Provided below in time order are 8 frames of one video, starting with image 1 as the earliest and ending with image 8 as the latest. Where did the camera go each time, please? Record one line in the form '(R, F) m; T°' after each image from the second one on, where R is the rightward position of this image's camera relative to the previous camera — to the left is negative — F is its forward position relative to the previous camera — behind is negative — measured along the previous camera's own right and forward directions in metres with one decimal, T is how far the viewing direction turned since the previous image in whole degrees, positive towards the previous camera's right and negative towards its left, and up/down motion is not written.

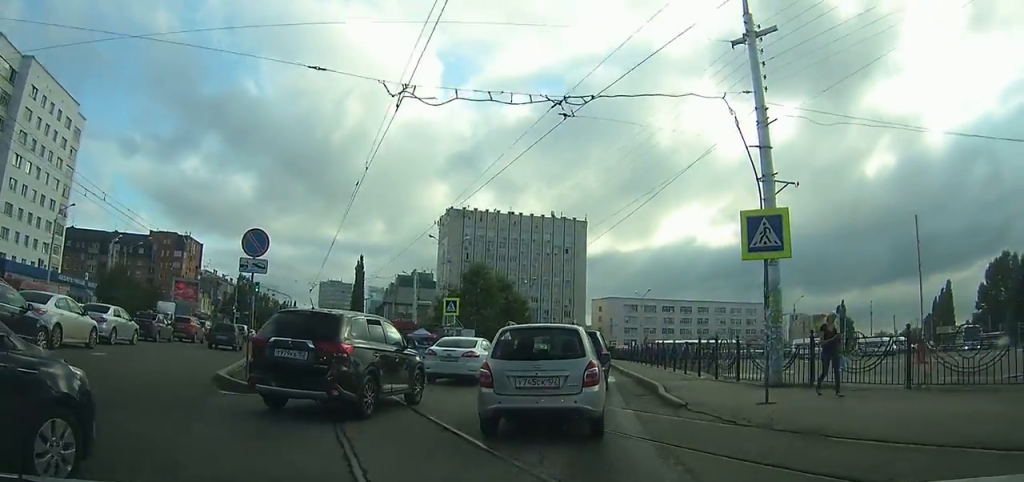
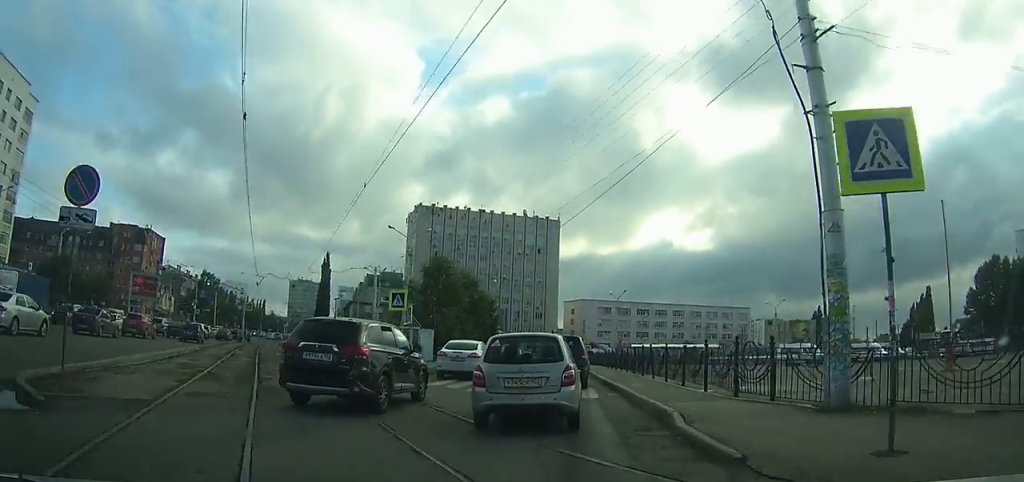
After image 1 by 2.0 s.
(+0.3, +5.8) m; +4°
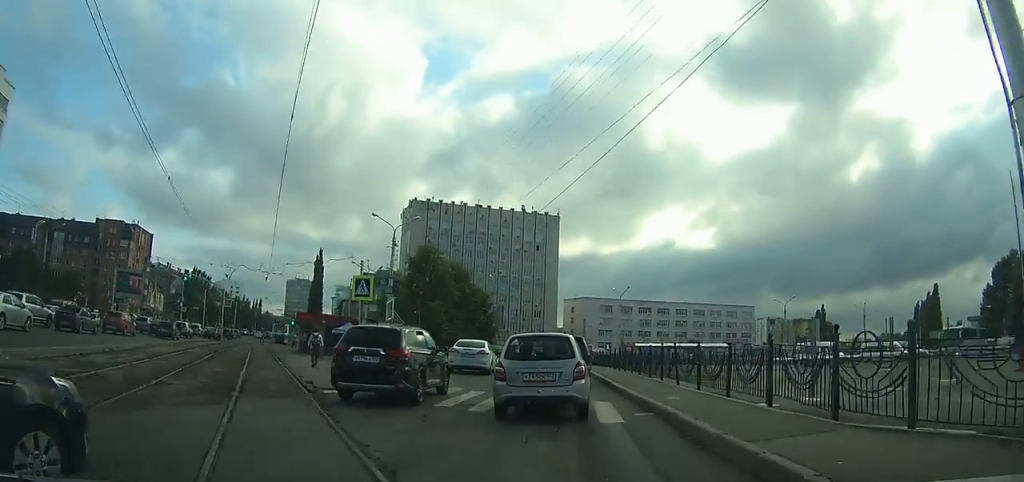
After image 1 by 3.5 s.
(+0.2, +5.4) m; +1°
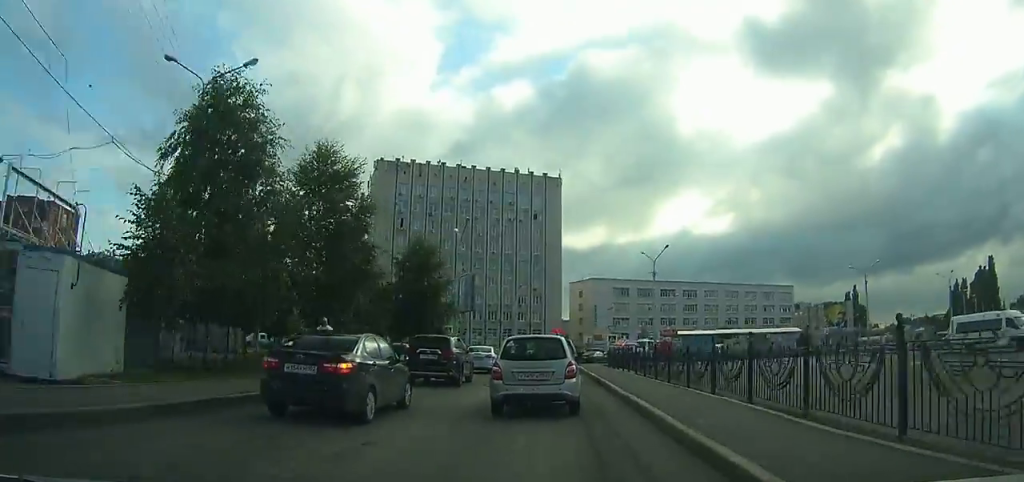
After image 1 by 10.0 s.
(-0.2, +29.2) m; -1°
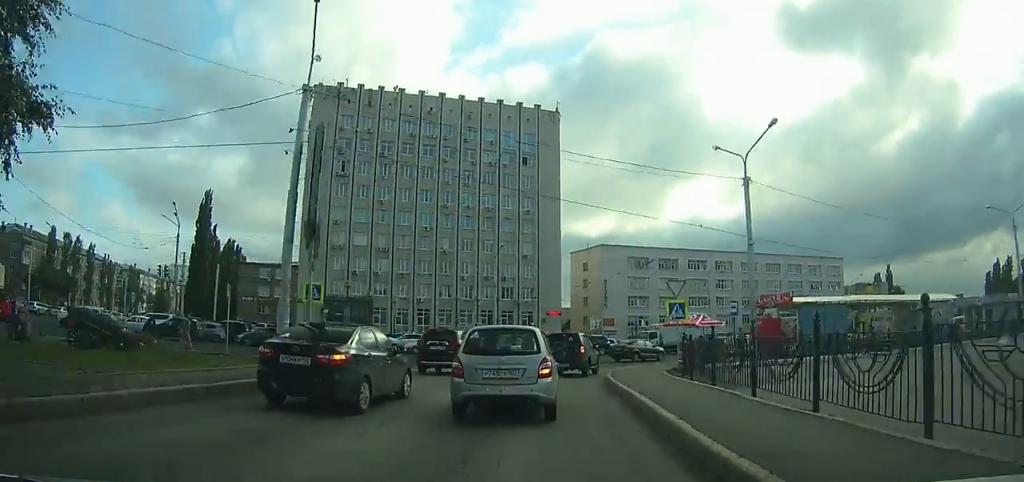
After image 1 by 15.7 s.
(-0.5, +30.7) m; -4°
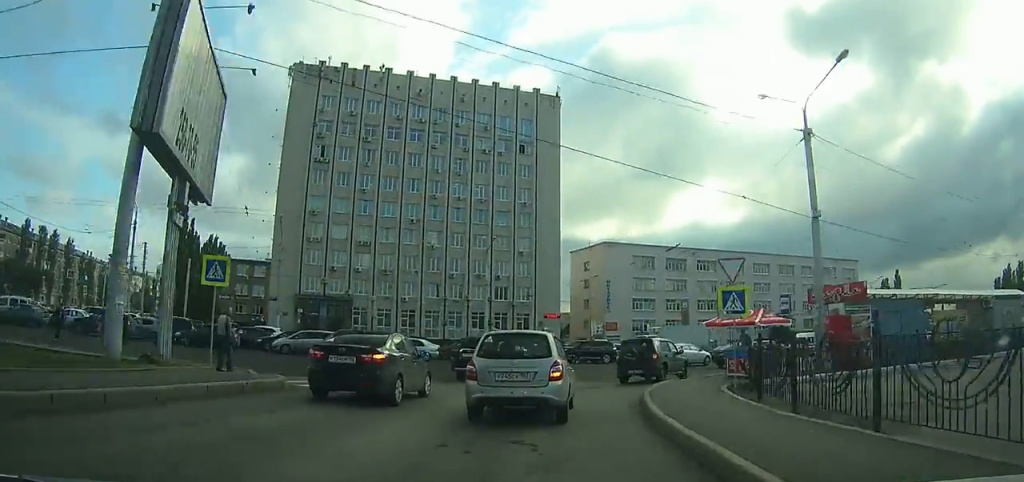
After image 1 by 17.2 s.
(-0.1, +8.2) m; +2°
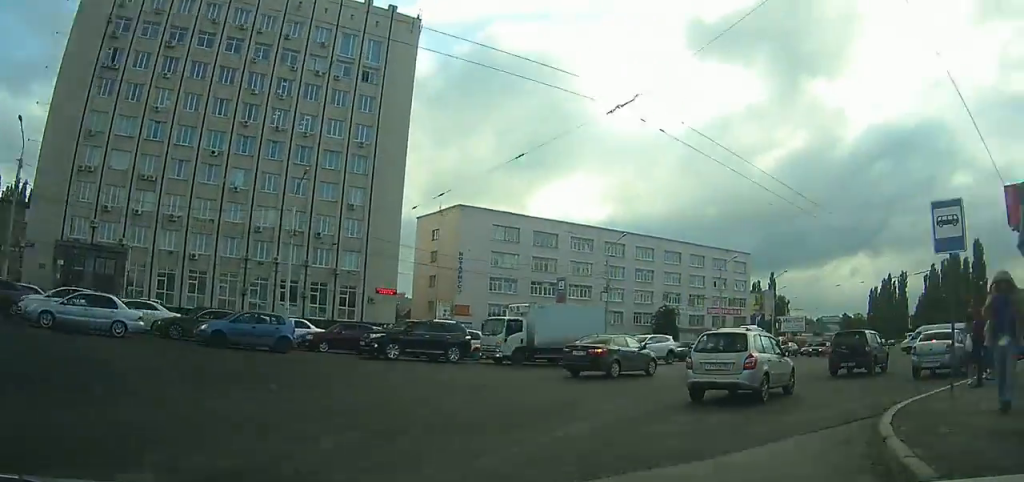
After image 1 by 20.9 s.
(+2.4, +17.5) m; +30°
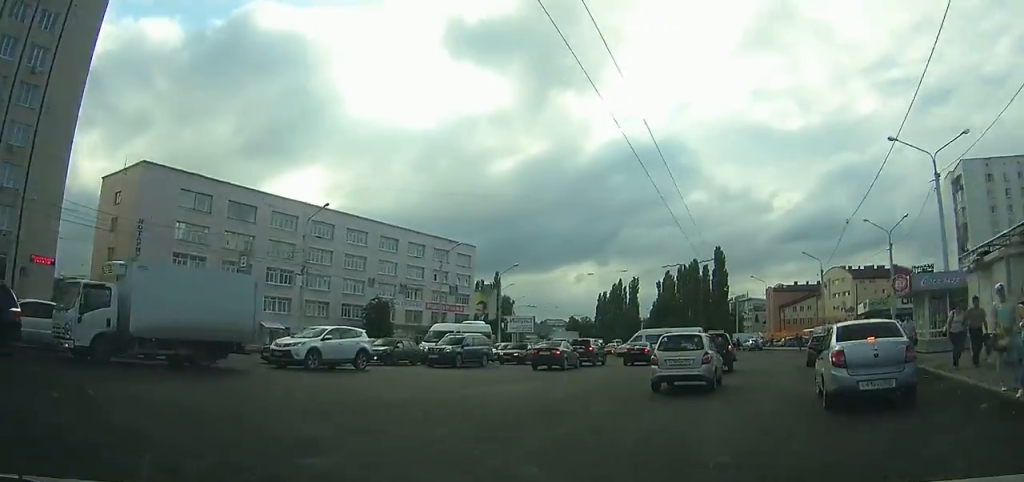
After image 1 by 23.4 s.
(+3.3, +11.0) m; +24°
